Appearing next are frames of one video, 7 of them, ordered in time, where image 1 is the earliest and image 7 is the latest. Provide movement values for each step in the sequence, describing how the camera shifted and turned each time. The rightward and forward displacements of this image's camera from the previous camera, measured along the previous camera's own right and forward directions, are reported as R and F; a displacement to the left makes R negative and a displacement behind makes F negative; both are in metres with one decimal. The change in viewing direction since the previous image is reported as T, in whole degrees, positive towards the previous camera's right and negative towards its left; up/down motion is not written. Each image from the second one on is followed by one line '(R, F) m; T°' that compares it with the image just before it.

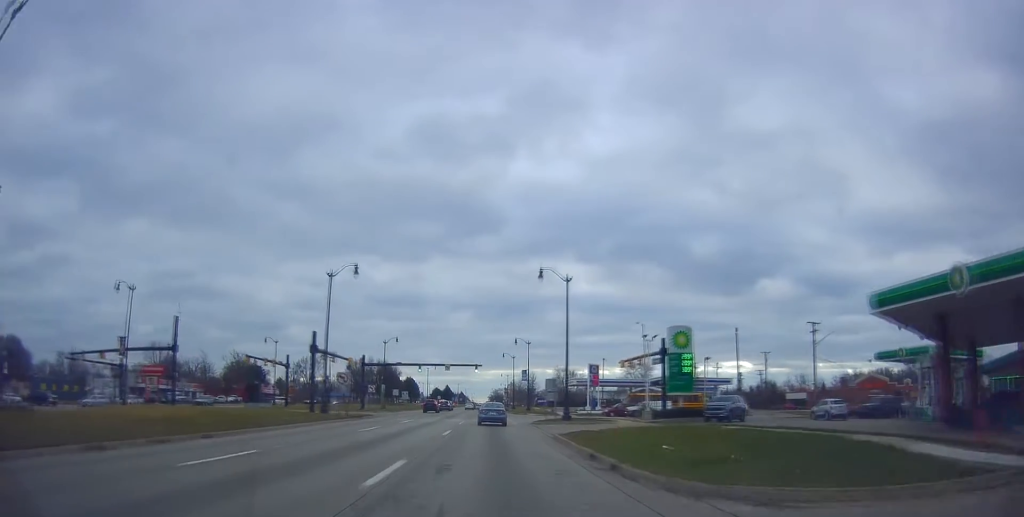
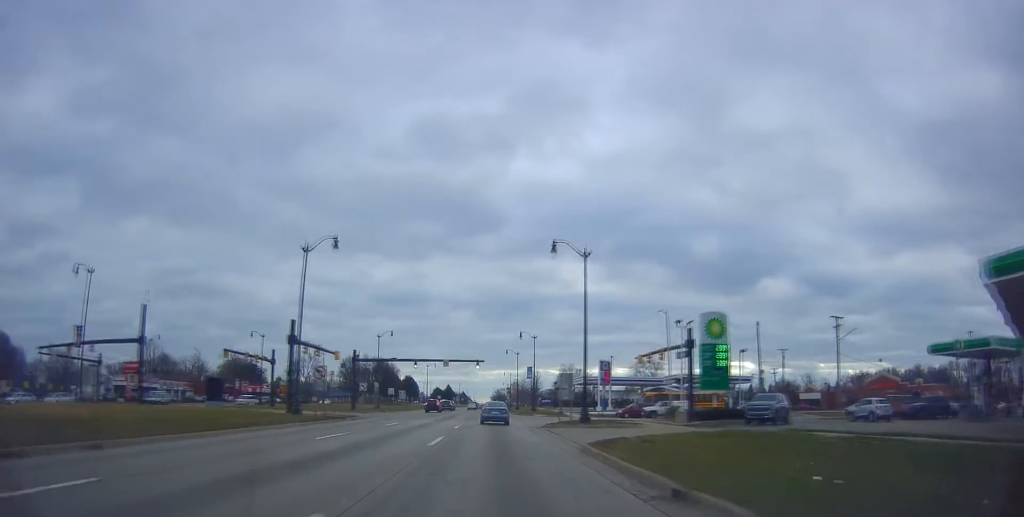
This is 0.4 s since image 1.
(-0.4, +6.0) m; +1°
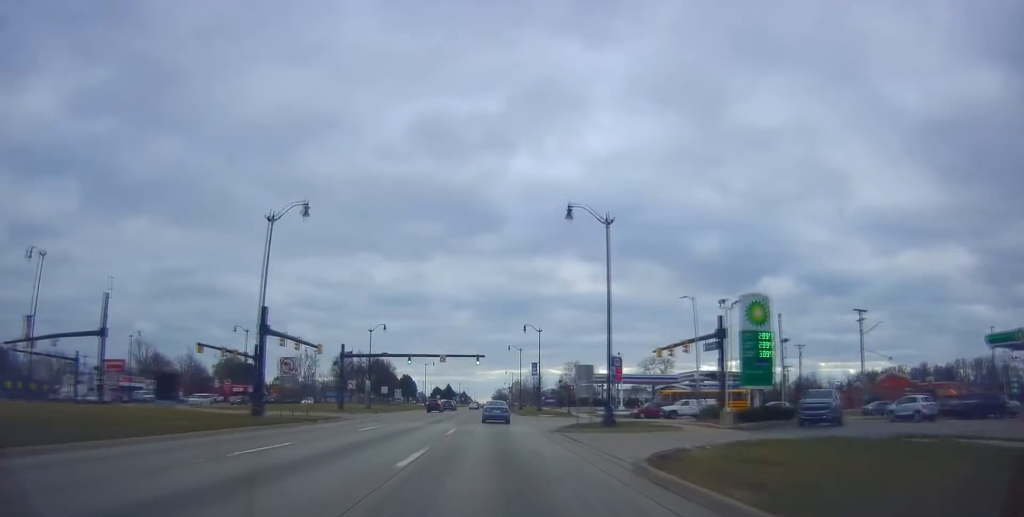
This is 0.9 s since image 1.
(-0.3, +5.8) m; +1°
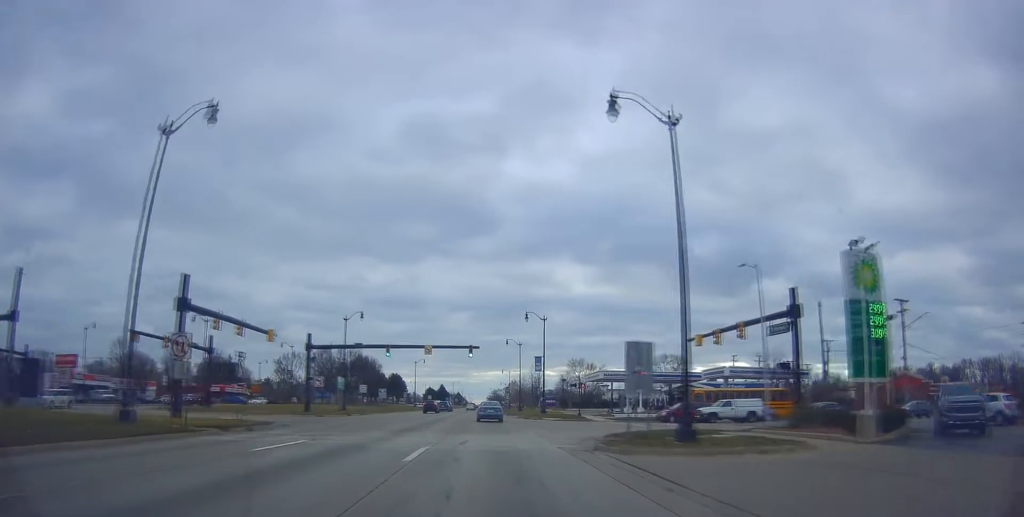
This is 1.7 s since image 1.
(+1.2, +10.0) m; +4°
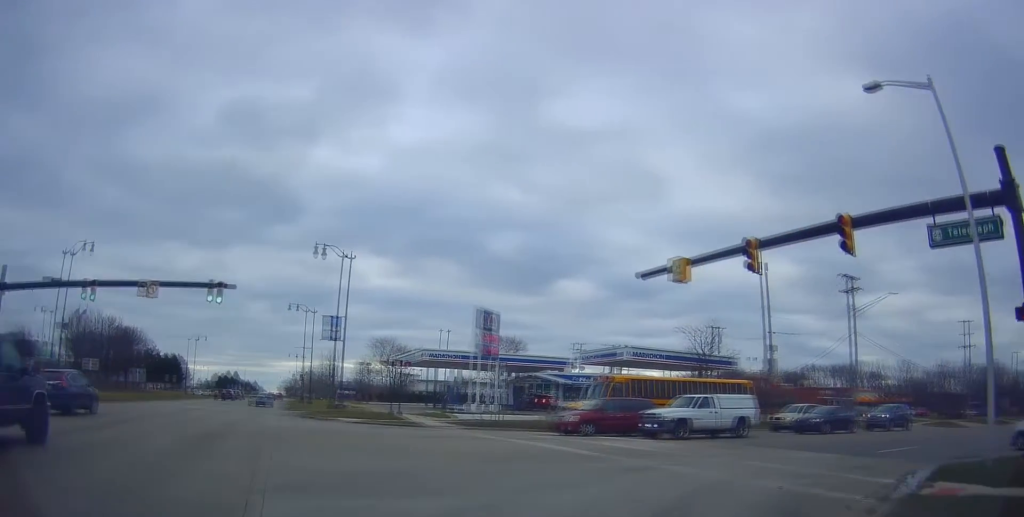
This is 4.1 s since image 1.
(+2.9, +20.9) m; +34°
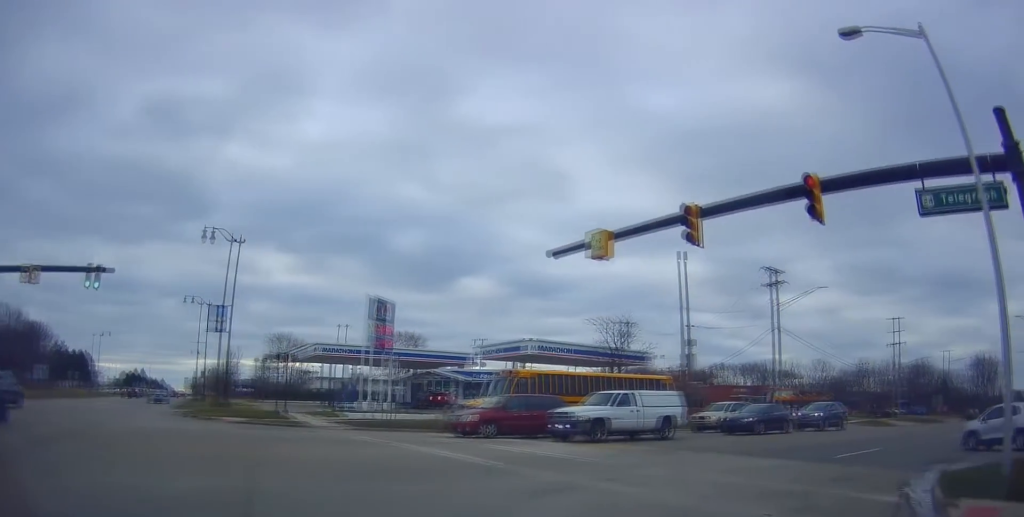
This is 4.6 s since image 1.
(+0.3, +2.8) m; +10°
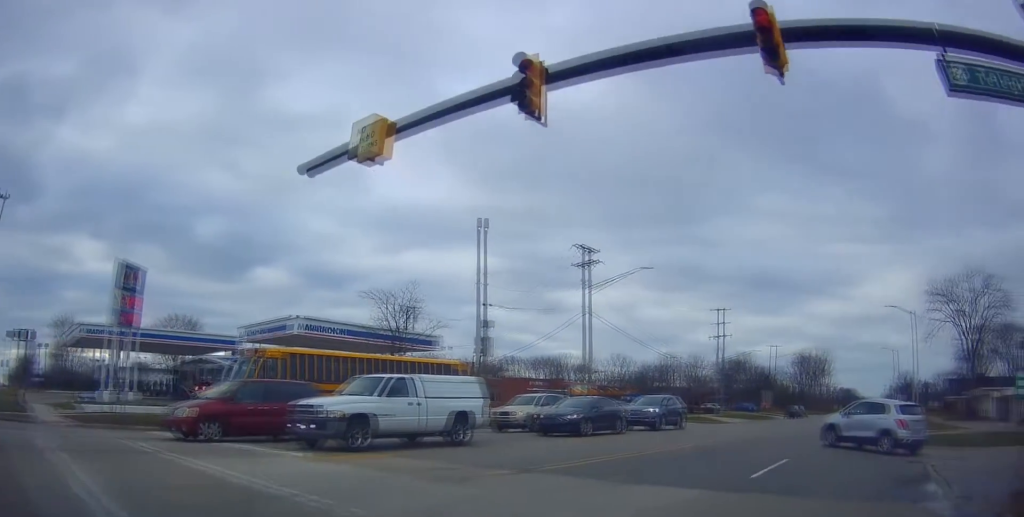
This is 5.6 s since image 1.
(+1.0, +6.2) m; +14°
